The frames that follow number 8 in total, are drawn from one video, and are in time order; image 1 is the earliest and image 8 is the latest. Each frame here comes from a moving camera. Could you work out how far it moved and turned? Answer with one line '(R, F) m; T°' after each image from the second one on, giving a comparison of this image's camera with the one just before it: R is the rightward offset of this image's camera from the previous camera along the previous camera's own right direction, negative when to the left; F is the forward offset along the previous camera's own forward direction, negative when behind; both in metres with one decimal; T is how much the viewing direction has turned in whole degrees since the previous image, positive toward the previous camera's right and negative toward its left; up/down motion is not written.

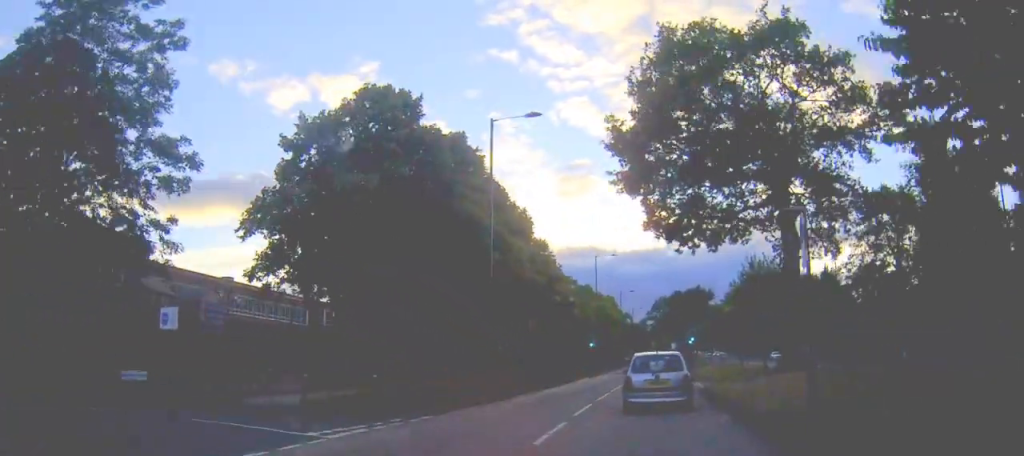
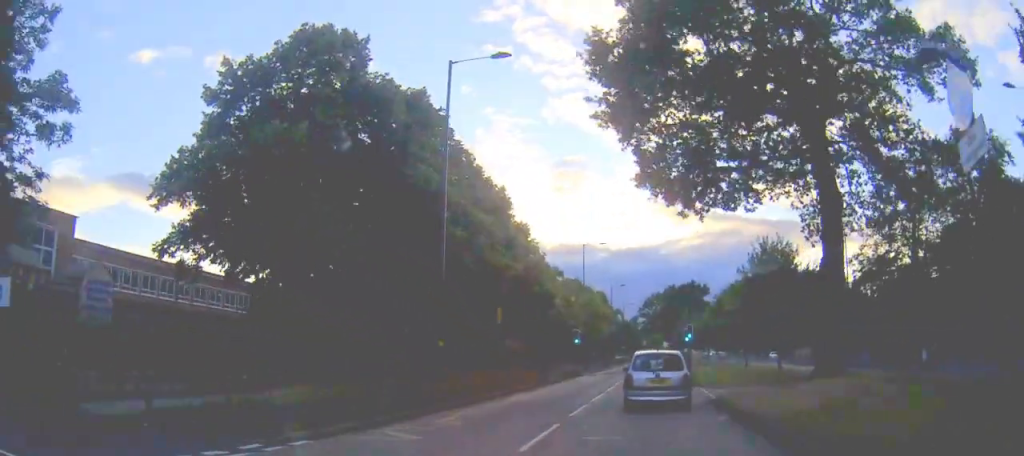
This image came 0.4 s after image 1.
(+0.1, +6.7) m; +1°
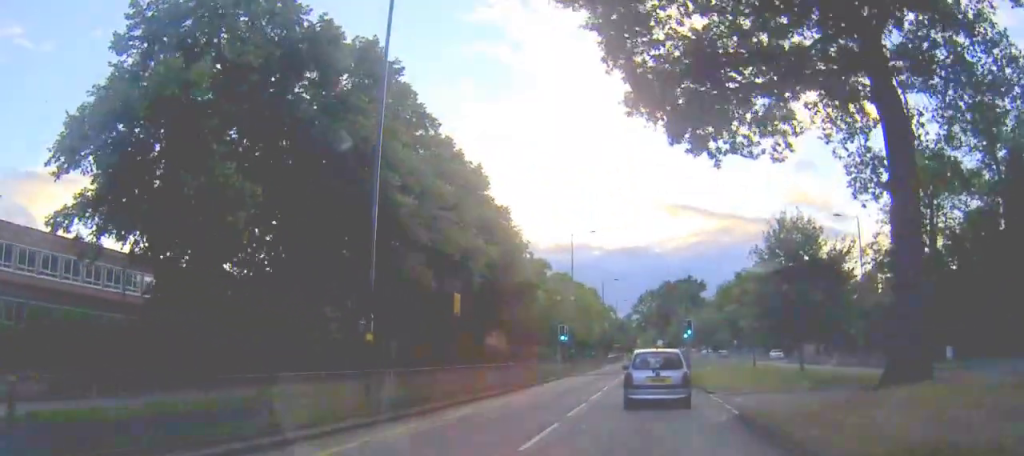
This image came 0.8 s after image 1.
(0.0, +6.2) m; +1°
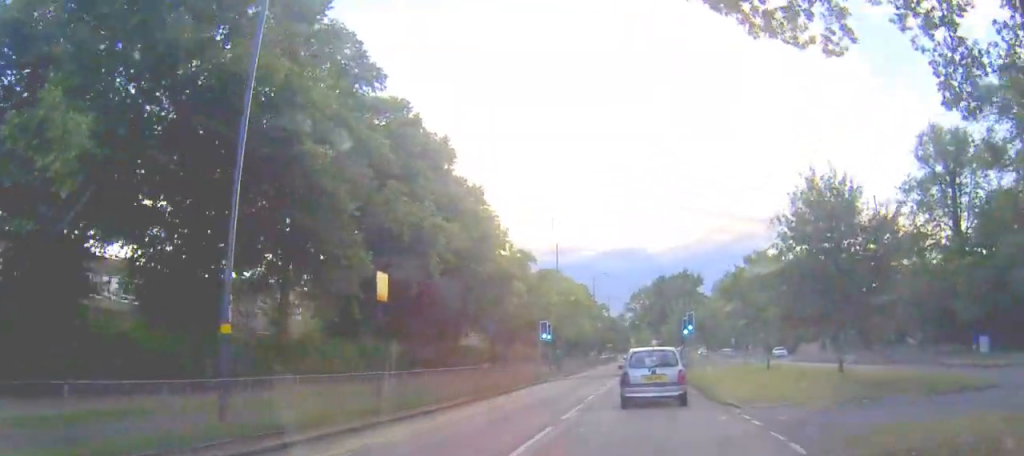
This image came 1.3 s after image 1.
(0.0, +6.7) m; +1°
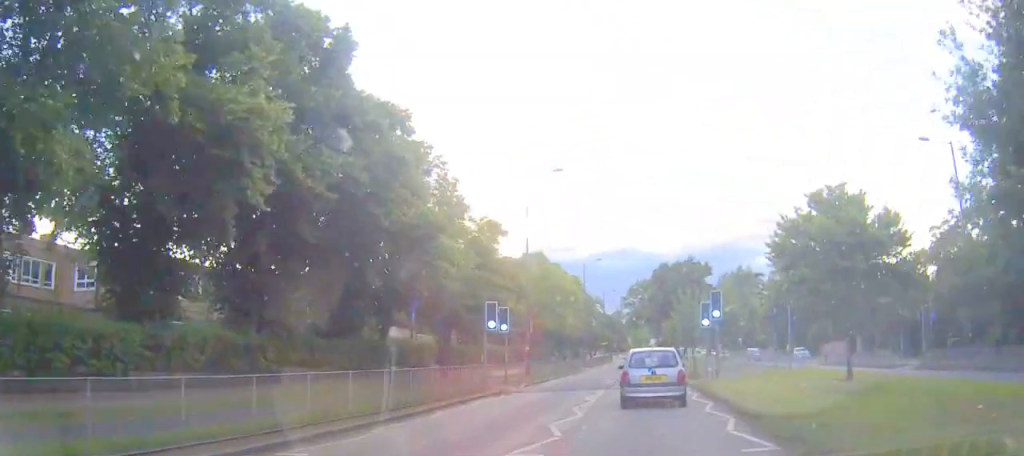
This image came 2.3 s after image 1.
(+0.2, +15.6) m; +1°
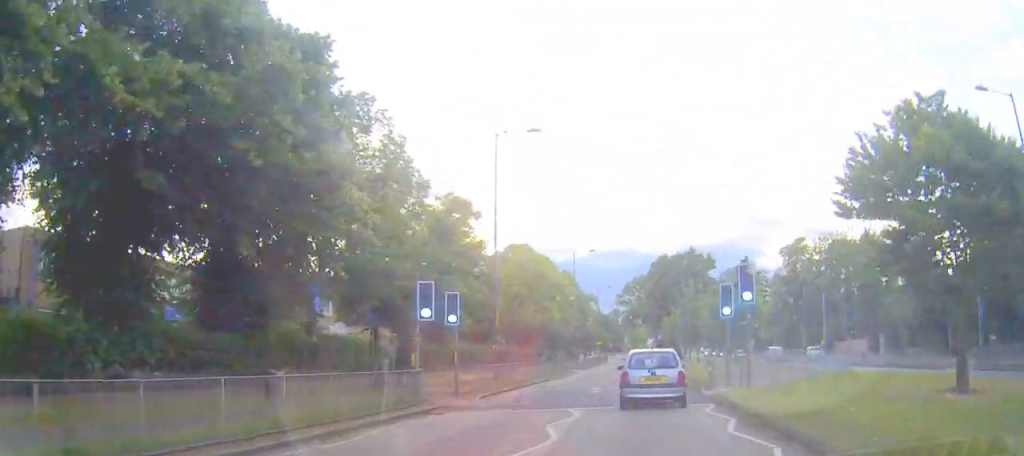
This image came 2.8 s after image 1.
(0.0, +8.9) m; 0°
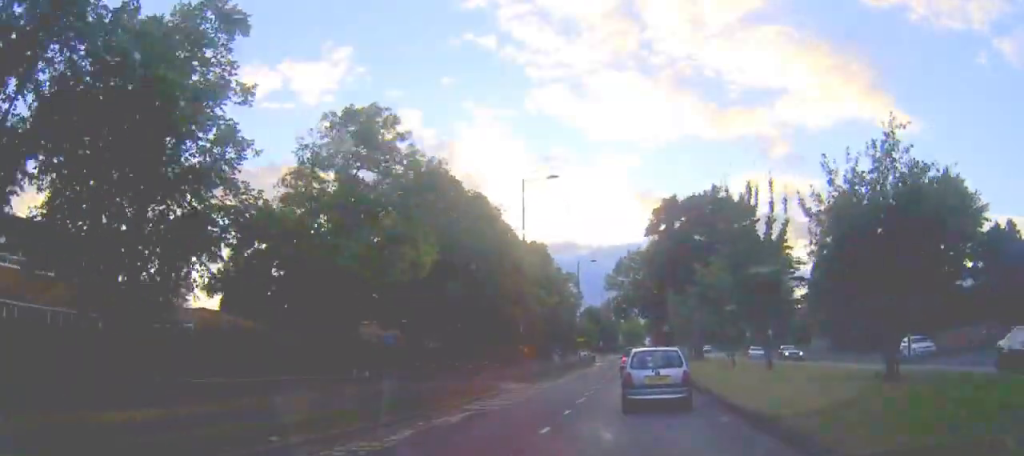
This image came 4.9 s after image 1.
(+0.1, +32.4) m; 0°
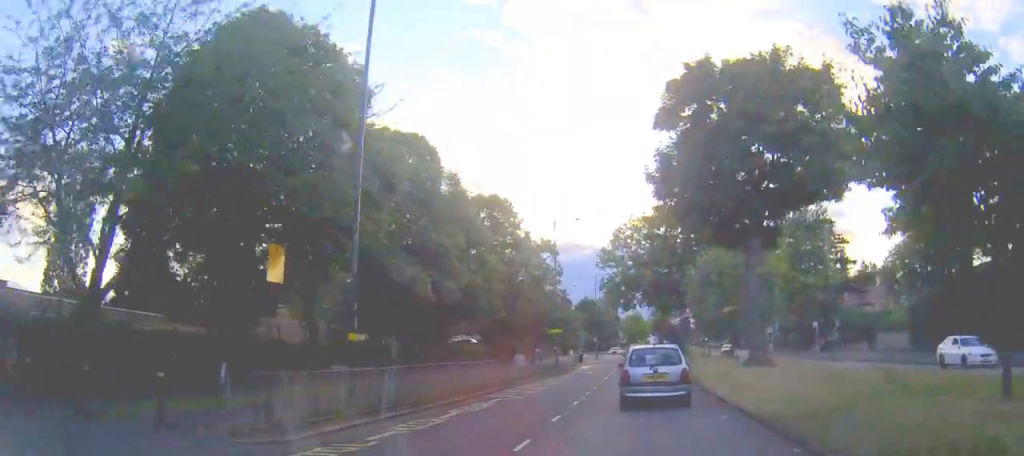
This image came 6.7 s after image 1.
(0.0, +27.9) m; 0°
